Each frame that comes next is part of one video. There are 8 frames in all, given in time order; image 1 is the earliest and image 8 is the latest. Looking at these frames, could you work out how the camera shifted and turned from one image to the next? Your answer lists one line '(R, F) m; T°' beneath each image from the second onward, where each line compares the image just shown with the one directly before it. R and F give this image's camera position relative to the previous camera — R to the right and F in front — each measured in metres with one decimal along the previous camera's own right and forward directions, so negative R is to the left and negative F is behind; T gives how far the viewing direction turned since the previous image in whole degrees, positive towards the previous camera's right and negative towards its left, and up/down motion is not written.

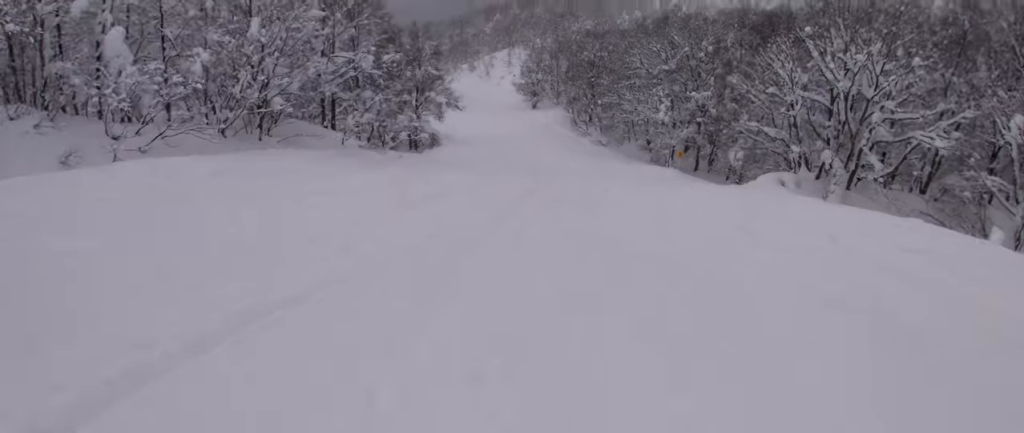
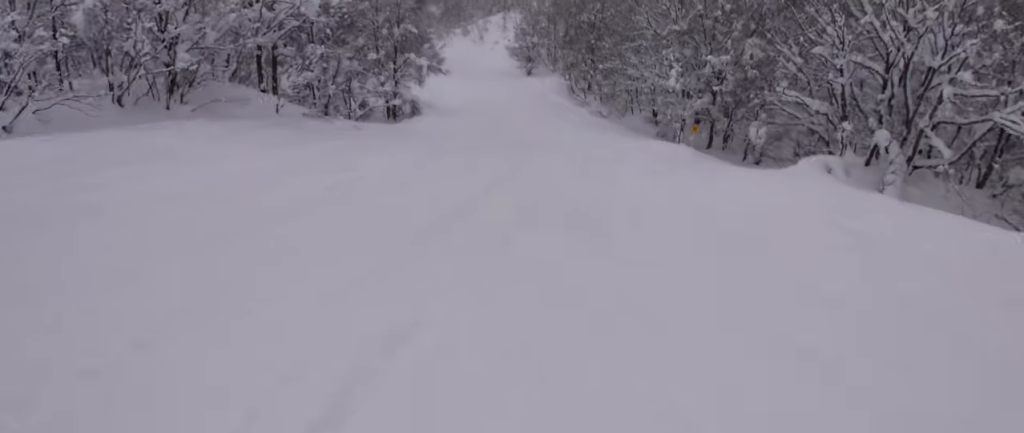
(+0.2, +6.0) m; -3°
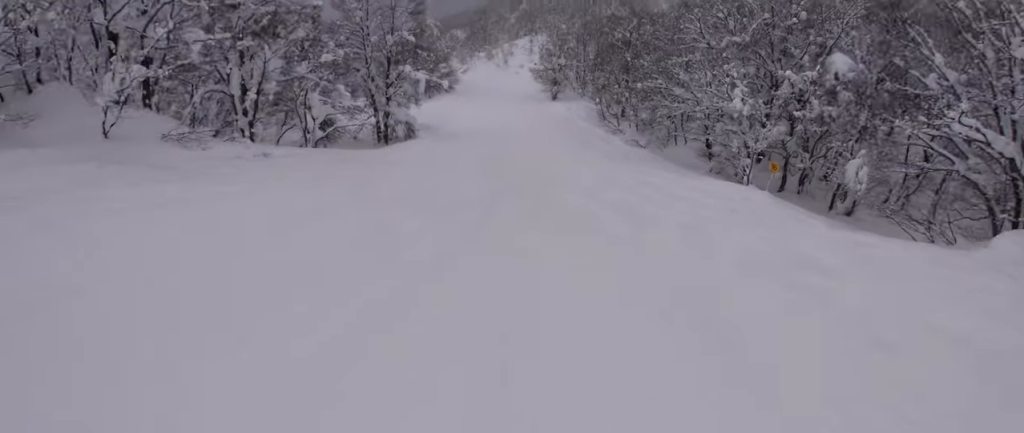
(-0.6, +10.8) m; -6°
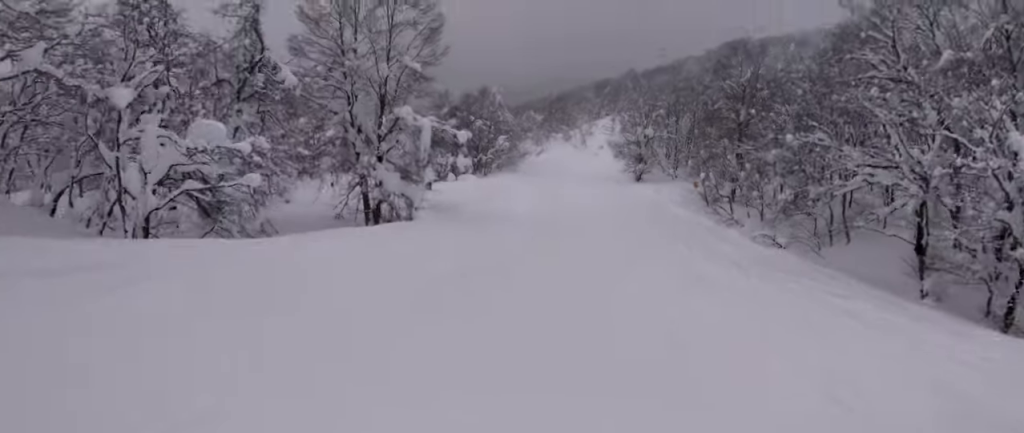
(-0.9, +17.8) m; -3°
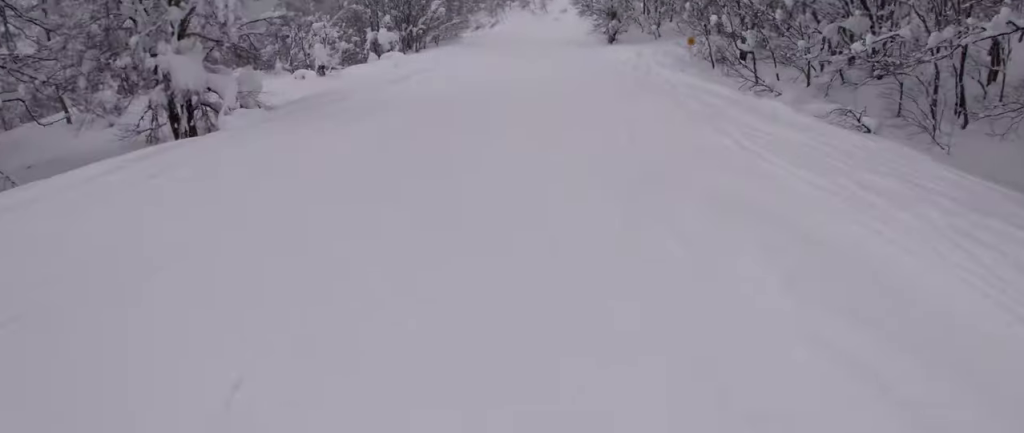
(0.0, +11.9) m; -5°
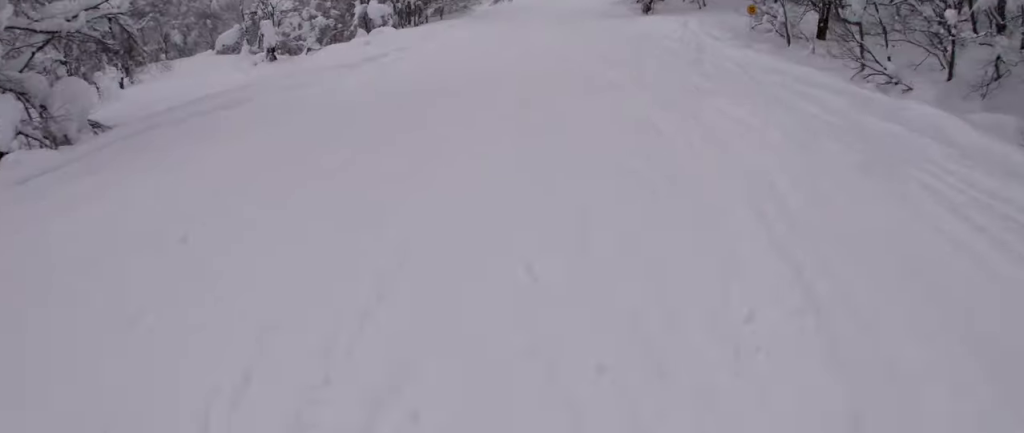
(-0.7, +8.0) m; 0°
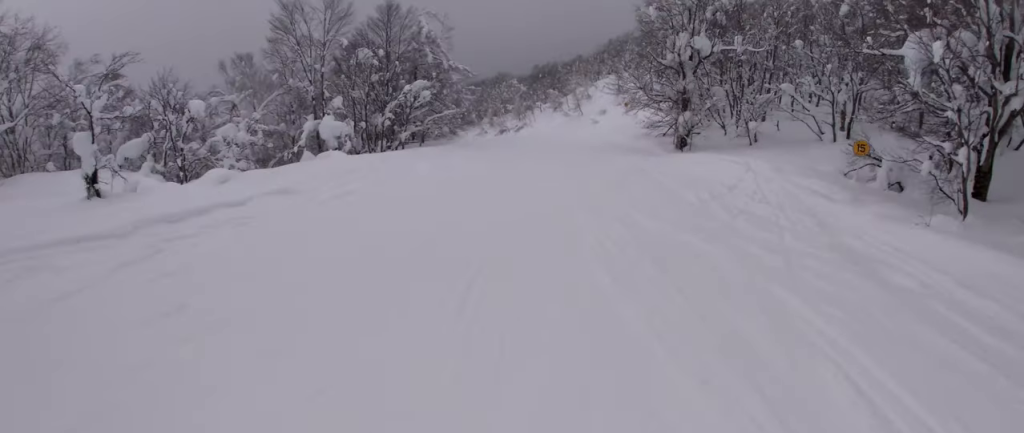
(+0.4, +11.9) m; 0°
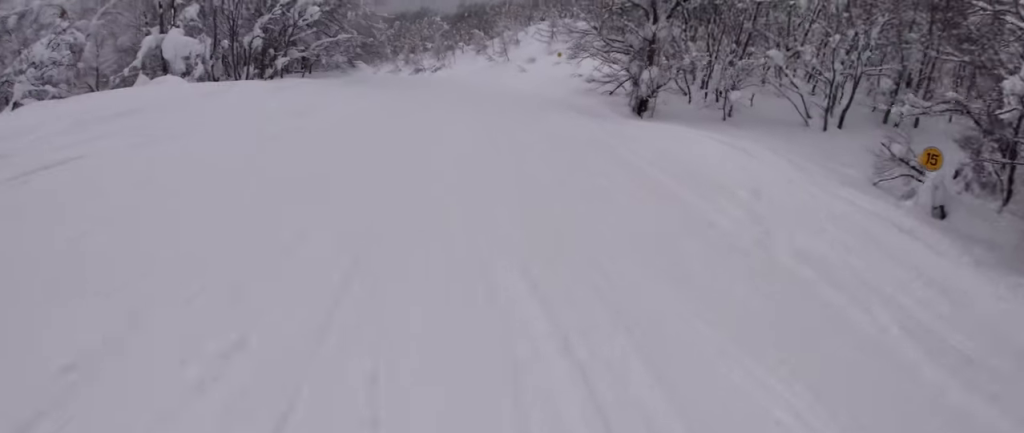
(-0.1, +7.1) m; -3°
